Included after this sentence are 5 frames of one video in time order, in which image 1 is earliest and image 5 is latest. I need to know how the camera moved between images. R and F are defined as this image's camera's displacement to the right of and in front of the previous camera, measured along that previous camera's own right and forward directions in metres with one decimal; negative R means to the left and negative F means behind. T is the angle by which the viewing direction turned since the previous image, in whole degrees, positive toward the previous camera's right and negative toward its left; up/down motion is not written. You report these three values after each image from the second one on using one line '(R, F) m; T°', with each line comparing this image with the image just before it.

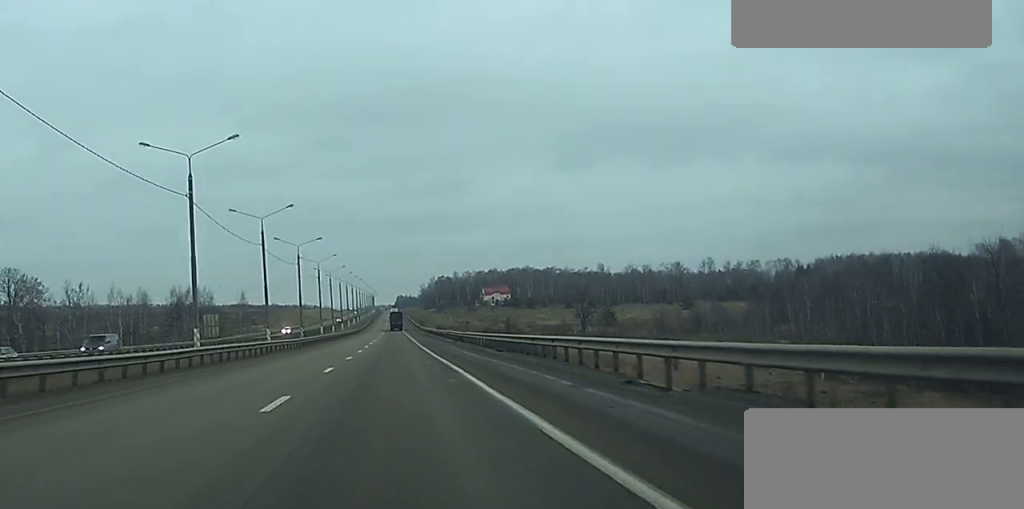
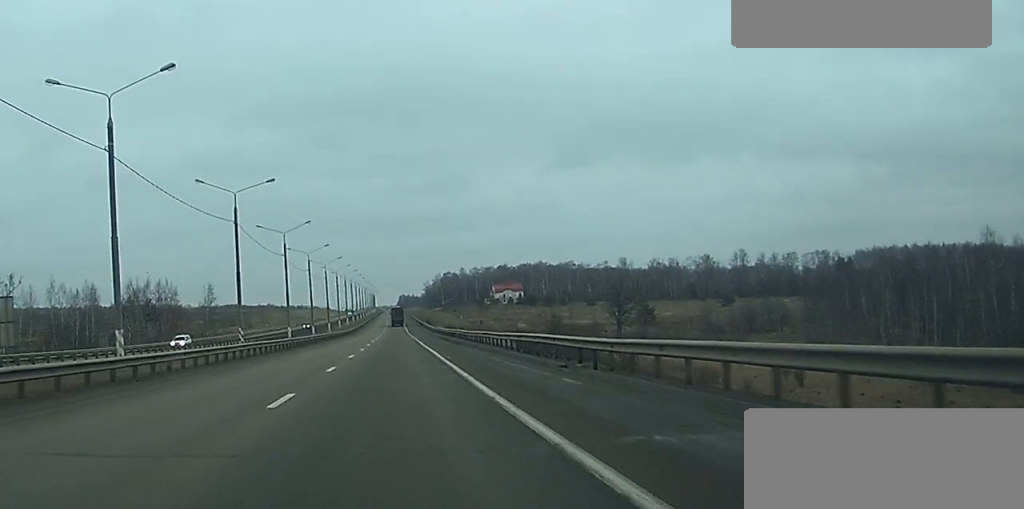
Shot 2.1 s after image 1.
(0.0, +46.8) m; 0°
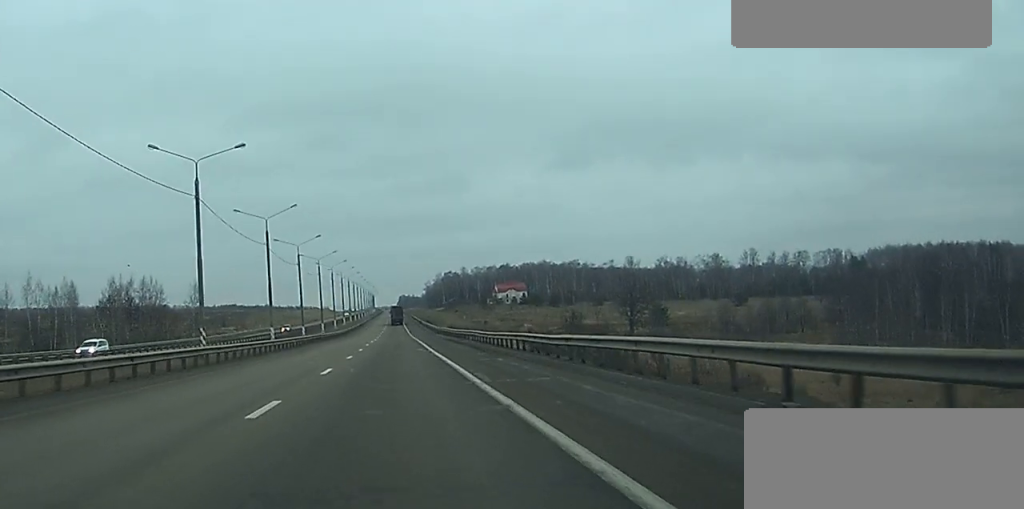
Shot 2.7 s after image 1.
(0.0, +13.5) m; 0°
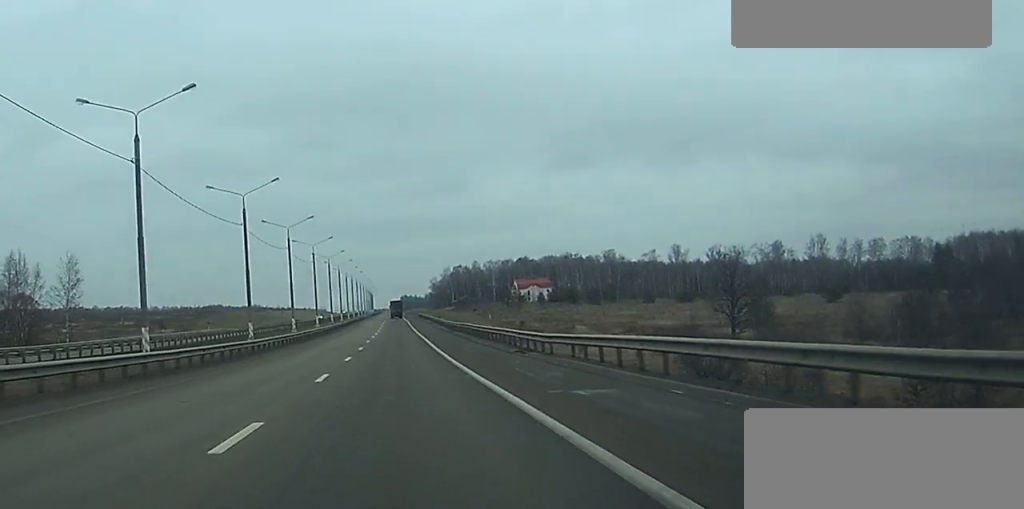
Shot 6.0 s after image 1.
(+0.1, +75.4) m; 0°
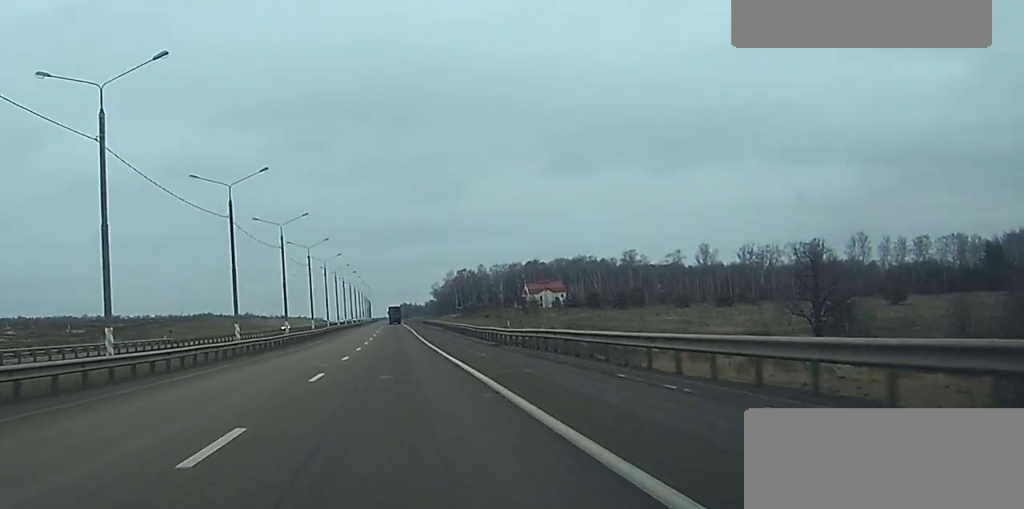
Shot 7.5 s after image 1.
(+0.1, +37.1) m; 0°
